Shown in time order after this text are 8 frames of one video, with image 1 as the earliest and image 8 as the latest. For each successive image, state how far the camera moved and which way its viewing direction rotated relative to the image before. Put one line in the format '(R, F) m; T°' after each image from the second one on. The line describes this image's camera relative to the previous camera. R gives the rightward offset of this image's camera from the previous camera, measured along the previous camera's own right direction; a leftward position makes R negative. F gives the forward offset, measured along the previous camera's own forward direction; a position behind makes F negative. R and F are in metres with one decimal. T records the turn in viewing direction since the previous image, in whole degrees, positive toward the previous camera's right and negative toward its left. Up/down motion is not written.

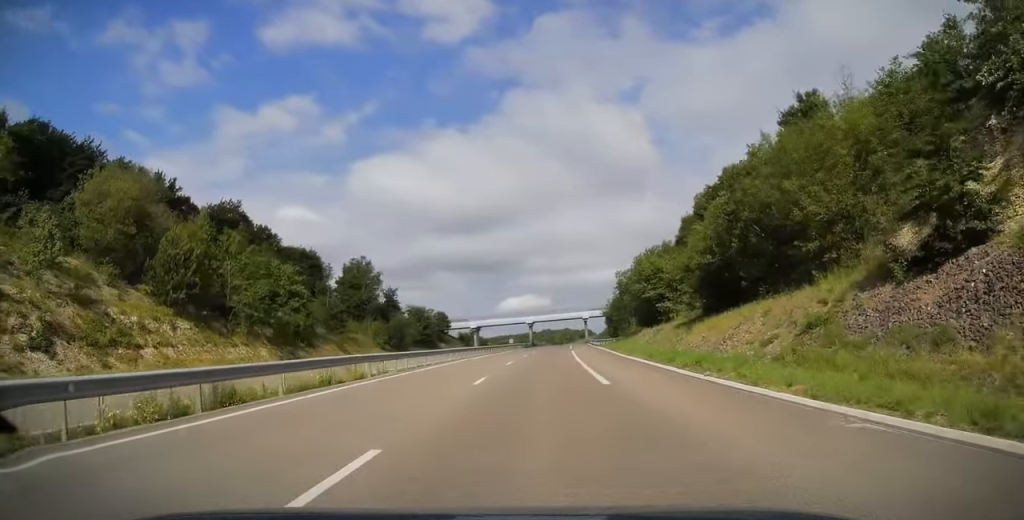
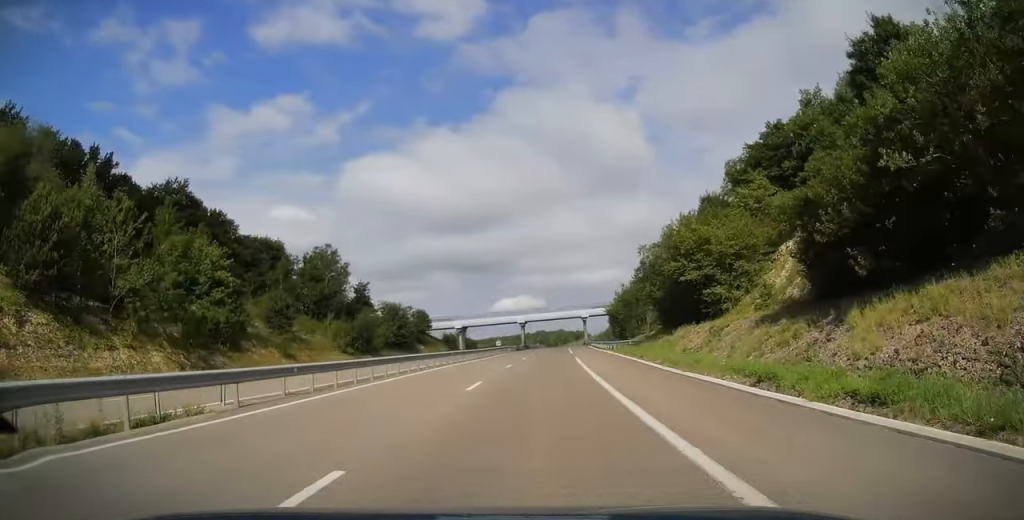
(0.0, +14.1) m; 0°
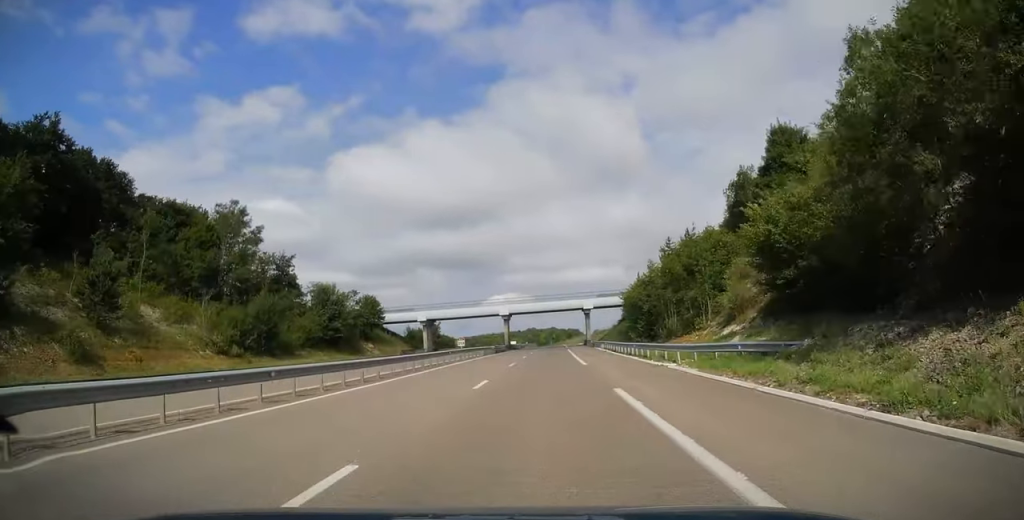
(+0.3, +25.9) m; +1°
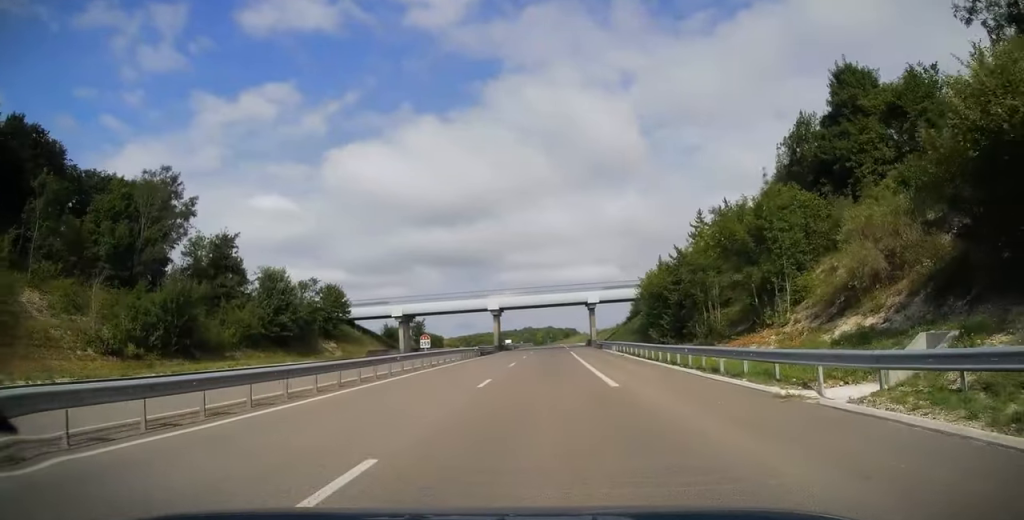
(0.0, +12.7) m; 0°
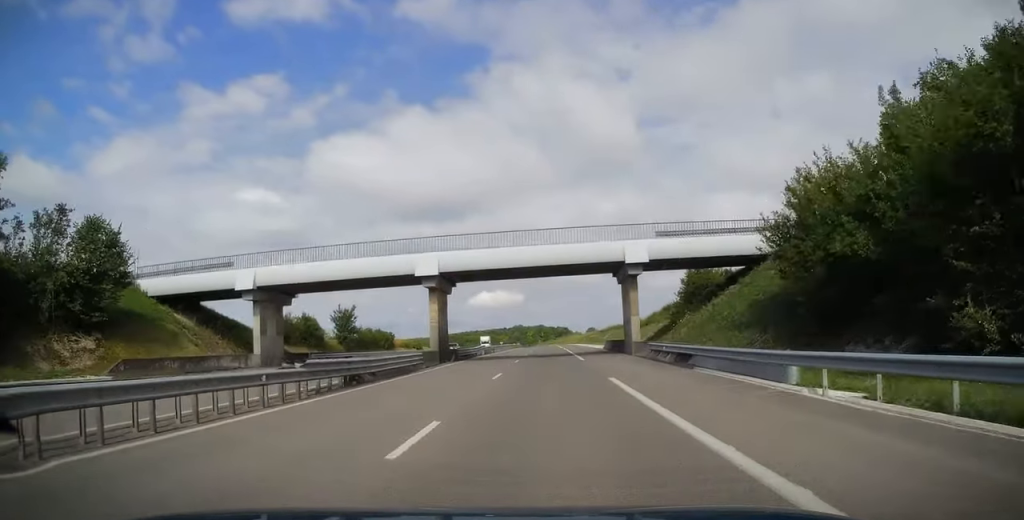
(+0.4, +36.3) m; +1°
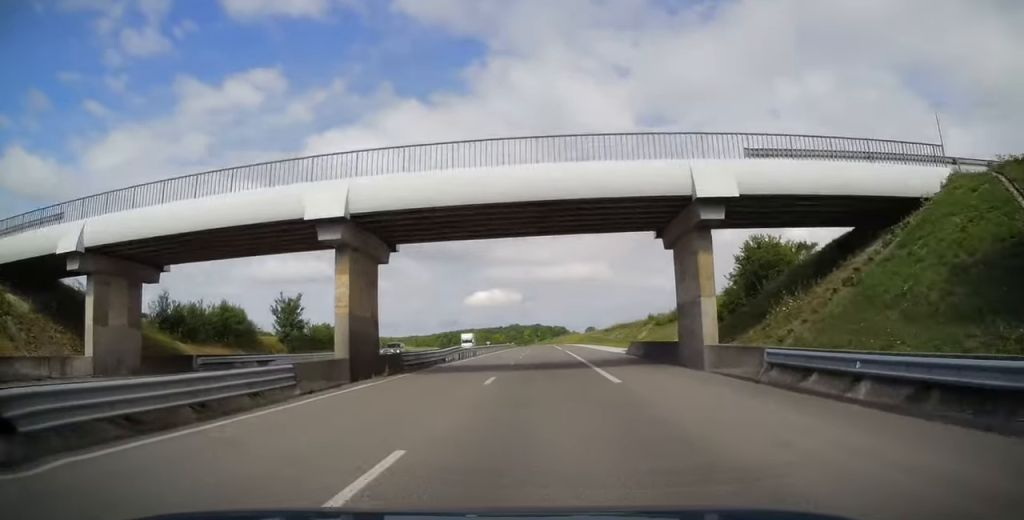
(+0.1, +15.7) m; 0°
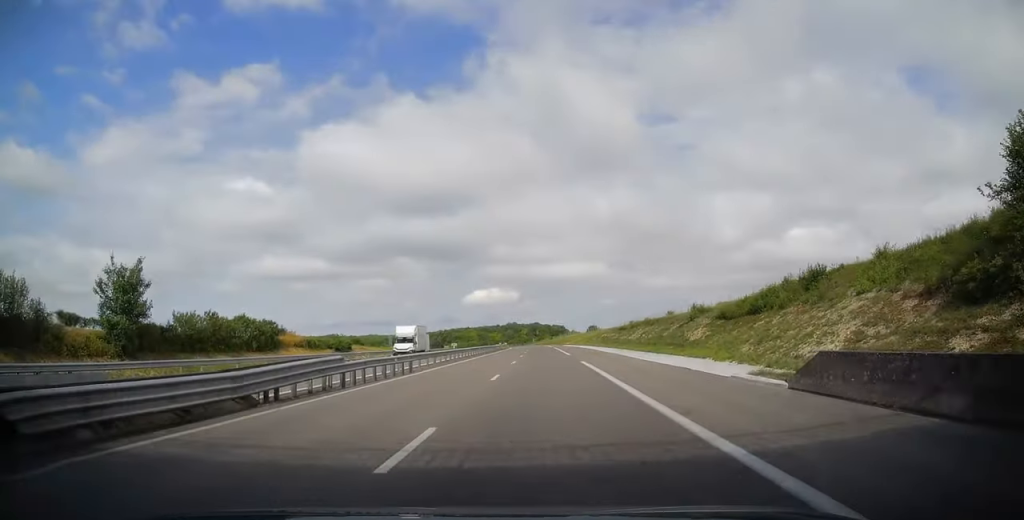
(-0.4, +24.6) m; 0°
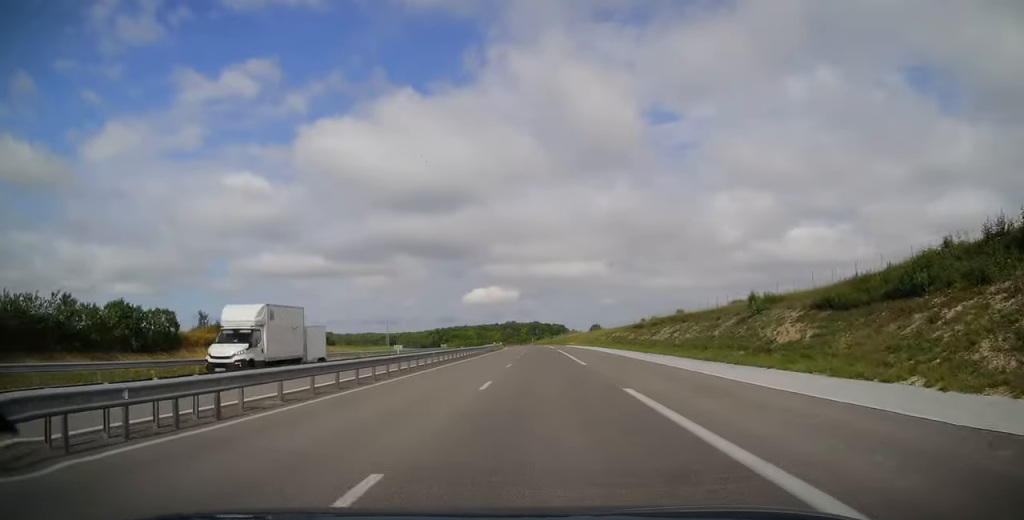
(+0.2, +16.2) m; 0°
